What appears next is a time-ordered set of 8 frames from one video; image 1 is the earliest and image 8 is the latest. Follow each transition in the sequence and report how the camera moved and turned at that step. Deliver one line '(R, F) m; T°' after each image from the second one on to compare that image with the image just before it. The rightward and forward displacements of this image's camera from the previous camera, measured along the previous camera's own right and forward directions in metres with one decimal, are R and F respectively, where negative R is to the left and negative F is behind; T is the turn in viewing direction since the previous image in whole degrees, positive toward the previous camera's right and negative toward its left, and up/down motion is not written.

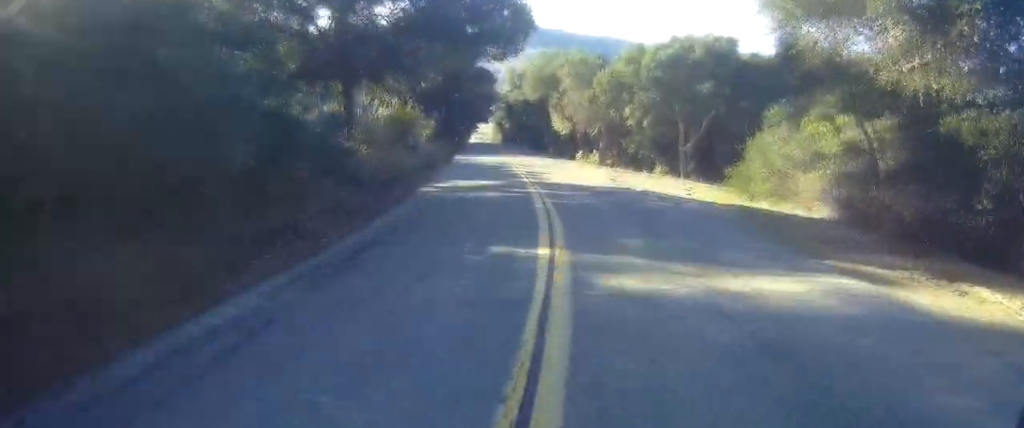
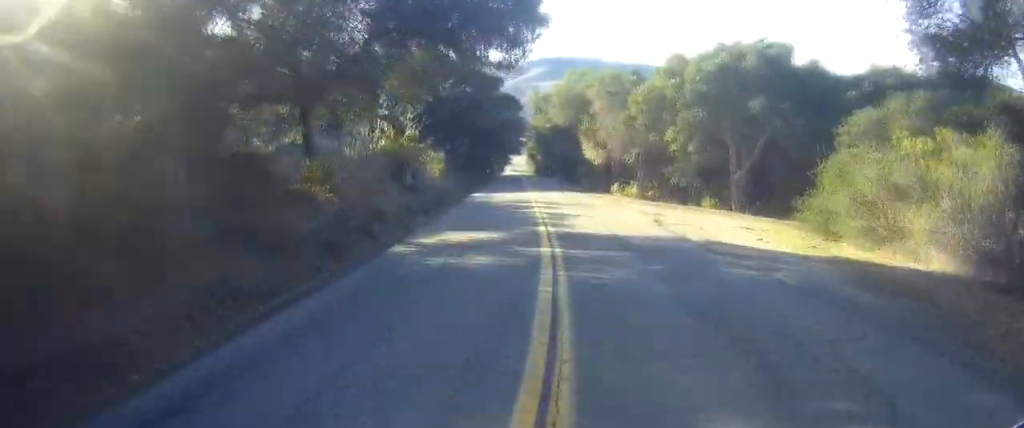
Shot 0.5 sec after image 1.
(-0.2, +6.1) m; -1°
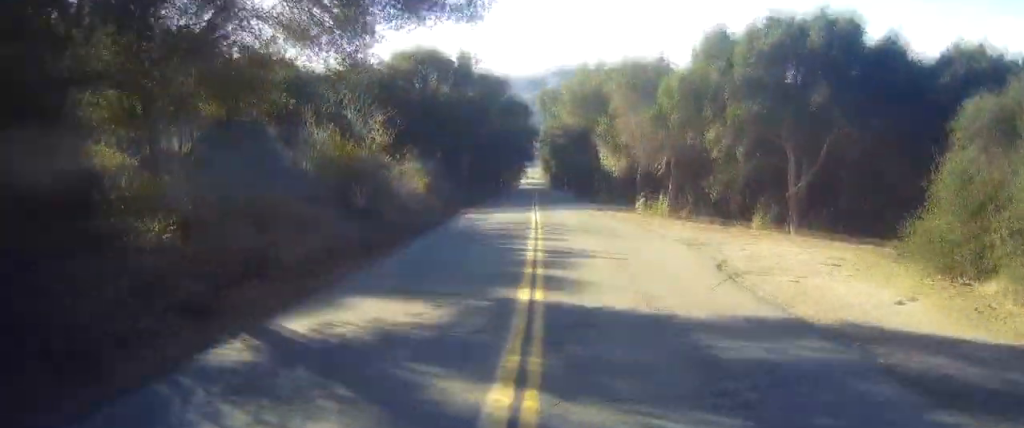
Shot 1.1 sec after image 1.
(-0.1, +7.8) m; -1°
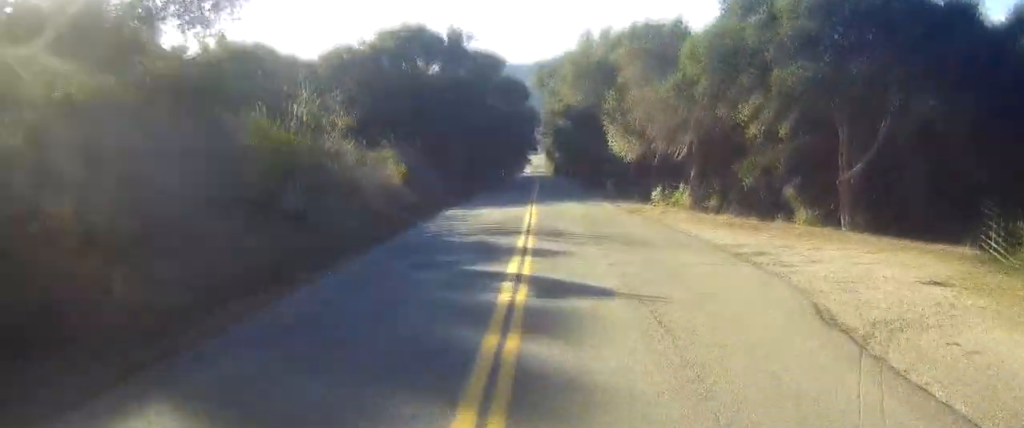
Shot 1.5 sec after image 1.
(0.0, +5.2) m; -2°
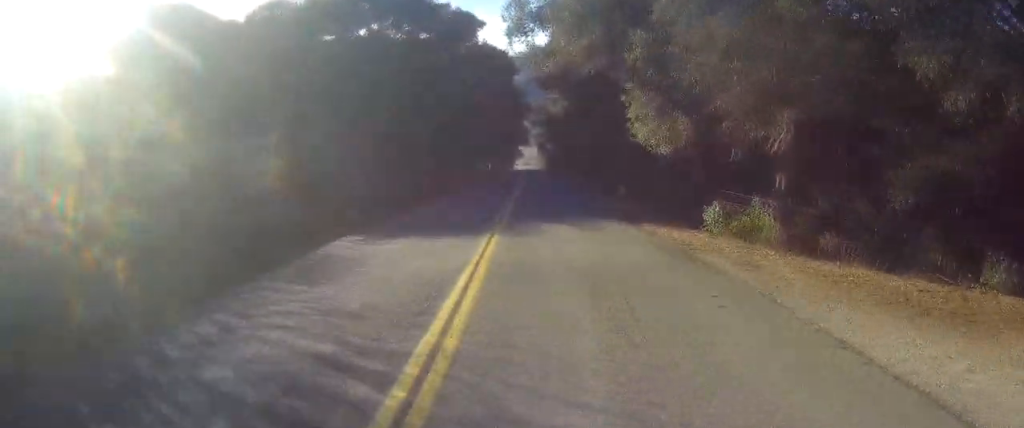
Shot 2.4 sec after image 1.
(-0.3, +11.7) m; -4°
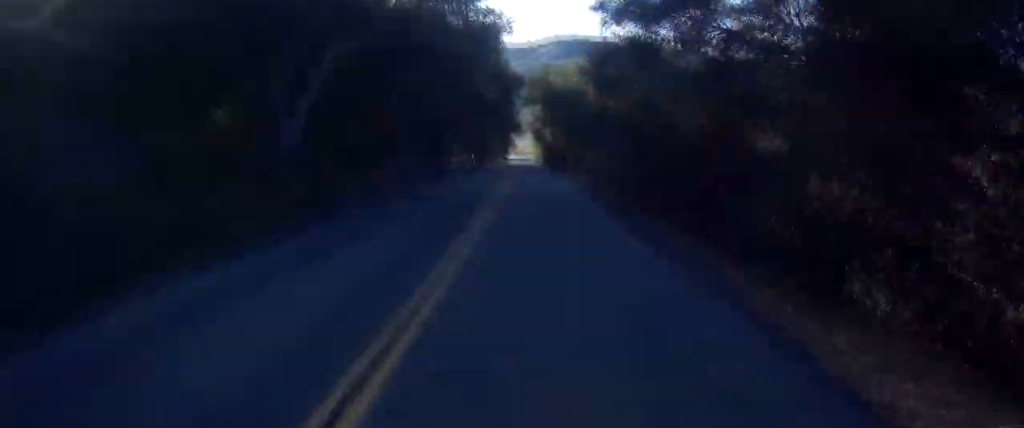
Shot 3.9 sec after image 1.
(-0.8, +20.9) m; 0°
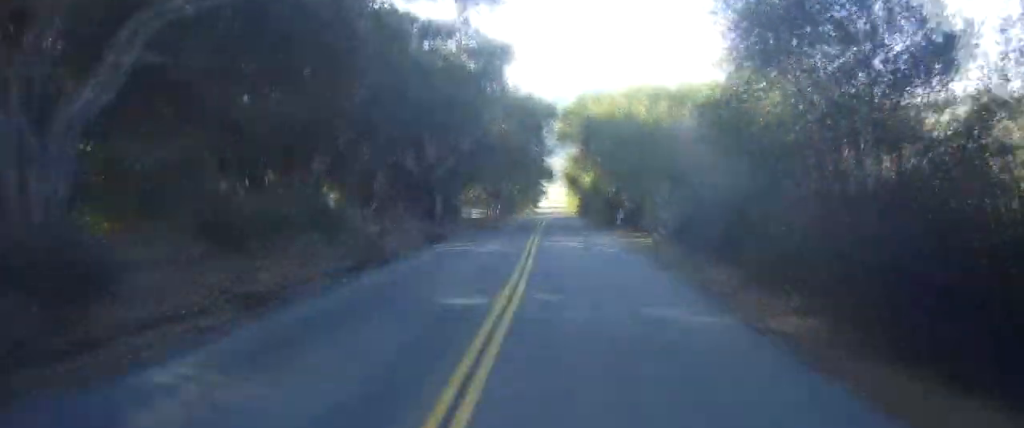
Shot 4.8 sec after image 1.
(+0.3, +12.7) m; -2°
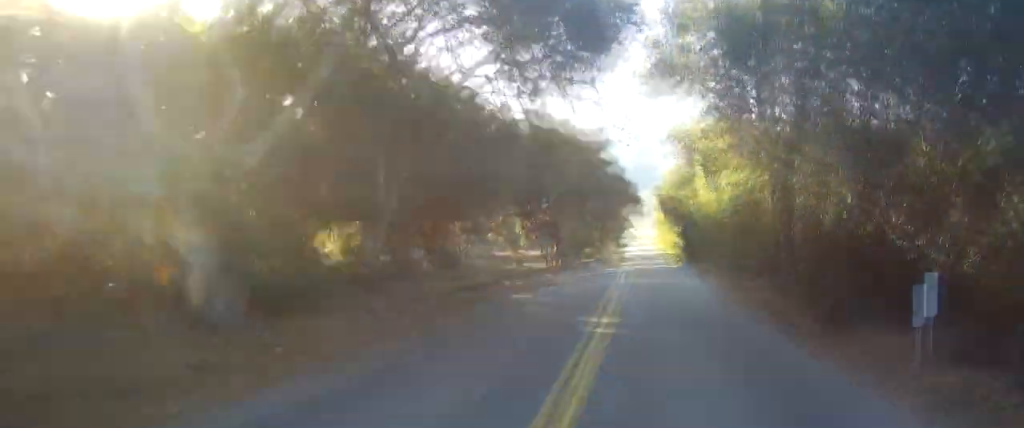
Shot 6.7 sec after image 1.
(-3.4, +28.3) m; -11°
